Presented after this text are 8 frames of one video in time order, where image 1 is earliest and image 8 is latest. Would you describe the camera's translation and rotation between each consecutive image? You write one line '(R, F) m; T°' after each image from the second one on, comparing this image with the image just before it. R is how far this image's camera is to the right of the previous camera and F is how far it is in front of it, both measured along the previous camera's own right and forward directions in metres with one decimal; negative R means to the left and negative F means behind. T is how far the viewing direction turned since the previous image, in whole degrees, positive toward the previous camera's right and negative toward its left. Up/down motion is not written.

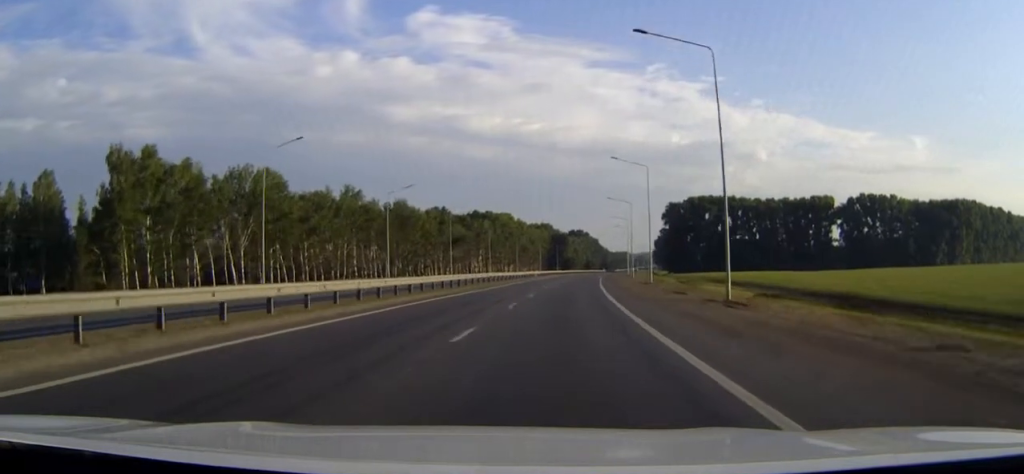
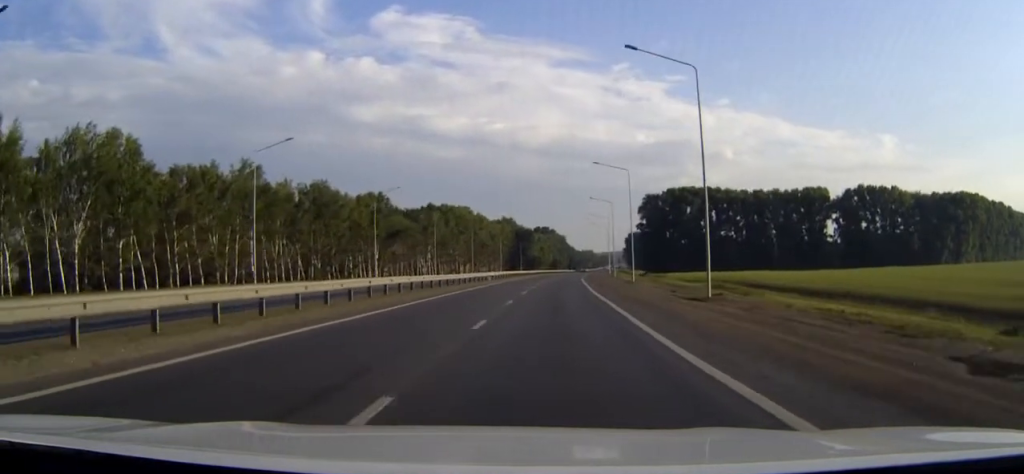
(+0.4, +32.4) m; +1°
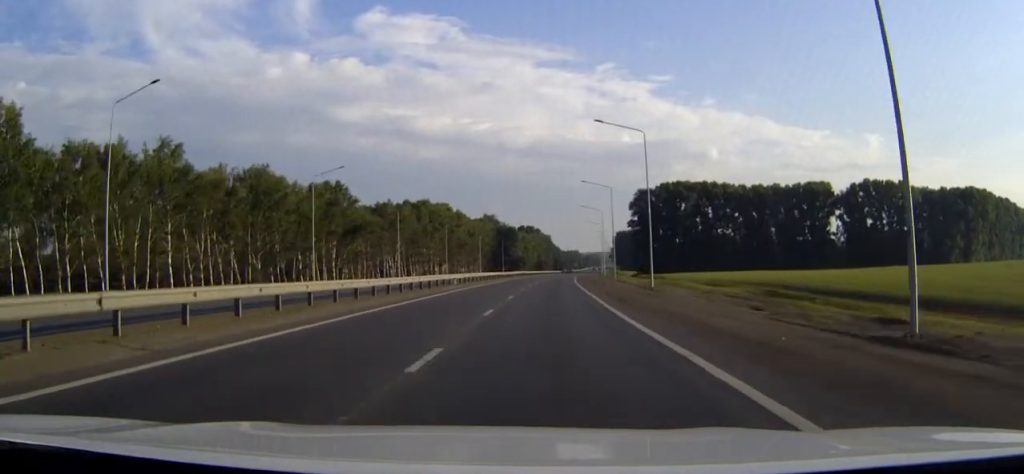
(0.0, +19.1) m; 0°
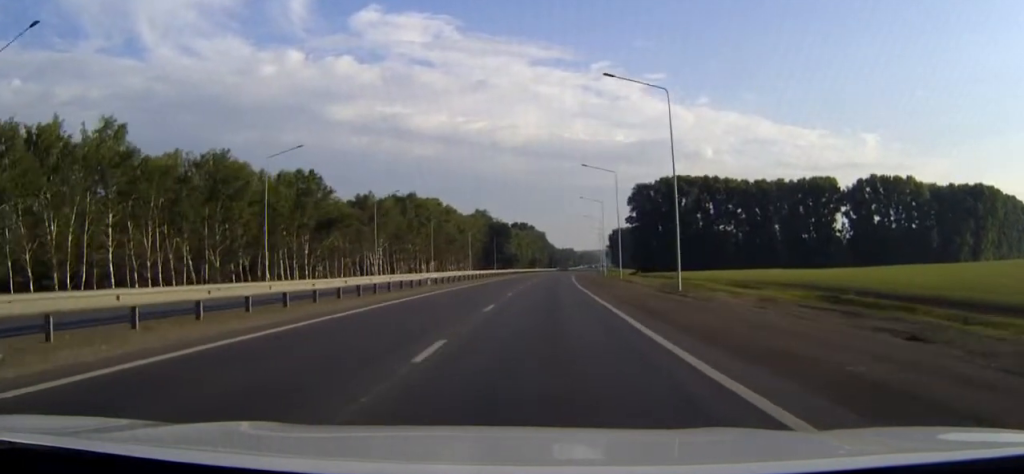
(-0.1, +11.2) m; +1°
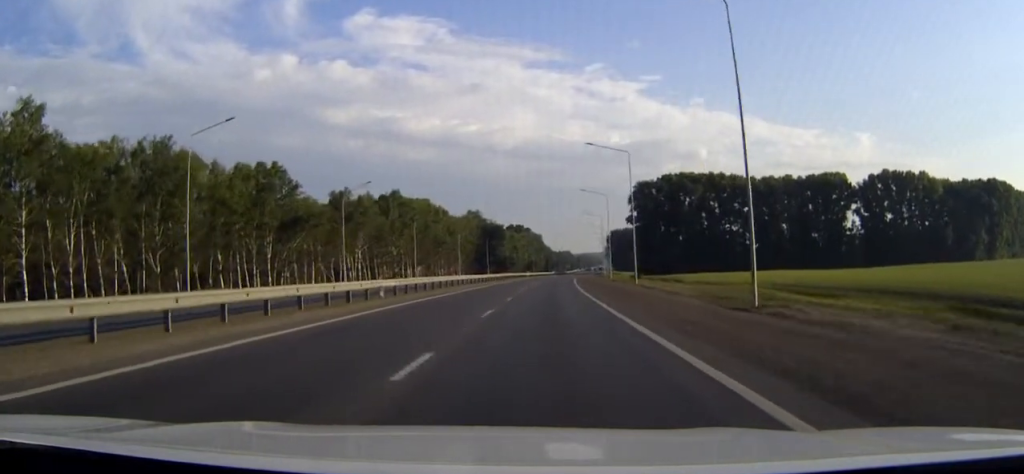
(+0.1, +13.5) m; +1°
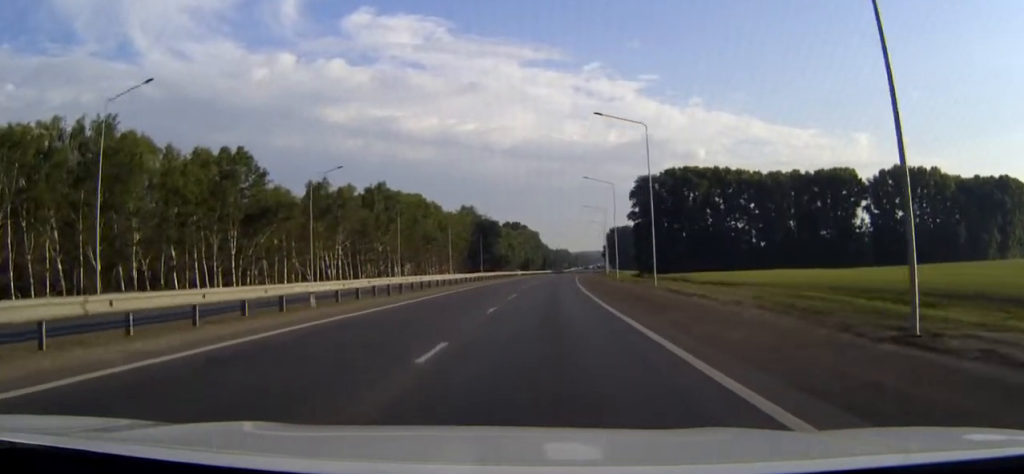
(+0.2, +10.6) m; +1°
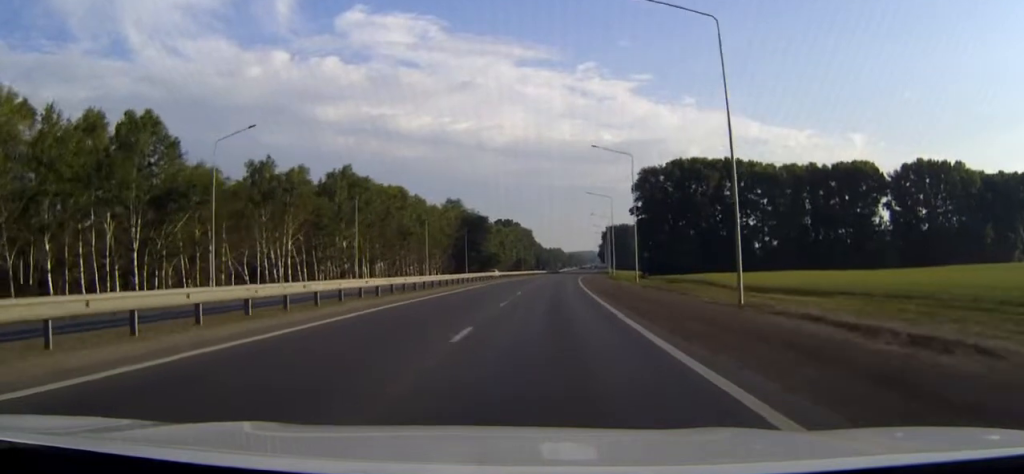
(+0.2, +20.7) m; 0°
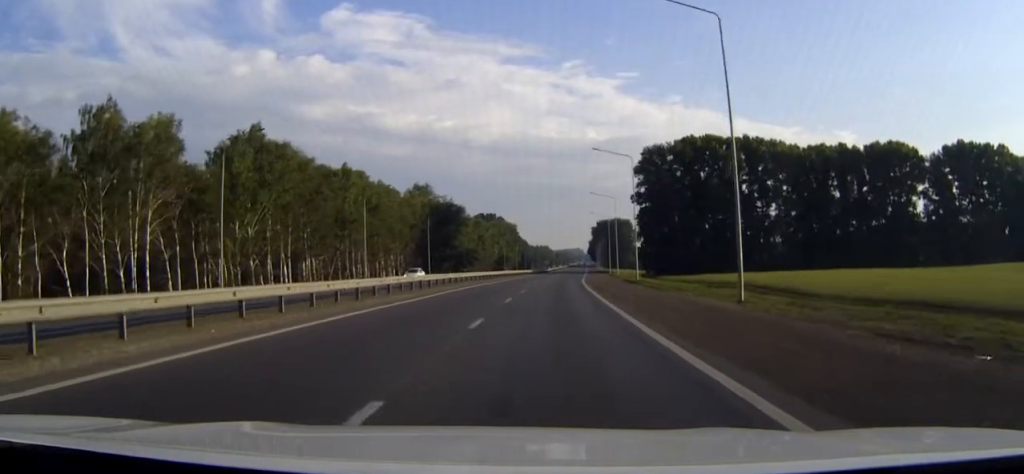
(0.0, +33.3) m; +1°
